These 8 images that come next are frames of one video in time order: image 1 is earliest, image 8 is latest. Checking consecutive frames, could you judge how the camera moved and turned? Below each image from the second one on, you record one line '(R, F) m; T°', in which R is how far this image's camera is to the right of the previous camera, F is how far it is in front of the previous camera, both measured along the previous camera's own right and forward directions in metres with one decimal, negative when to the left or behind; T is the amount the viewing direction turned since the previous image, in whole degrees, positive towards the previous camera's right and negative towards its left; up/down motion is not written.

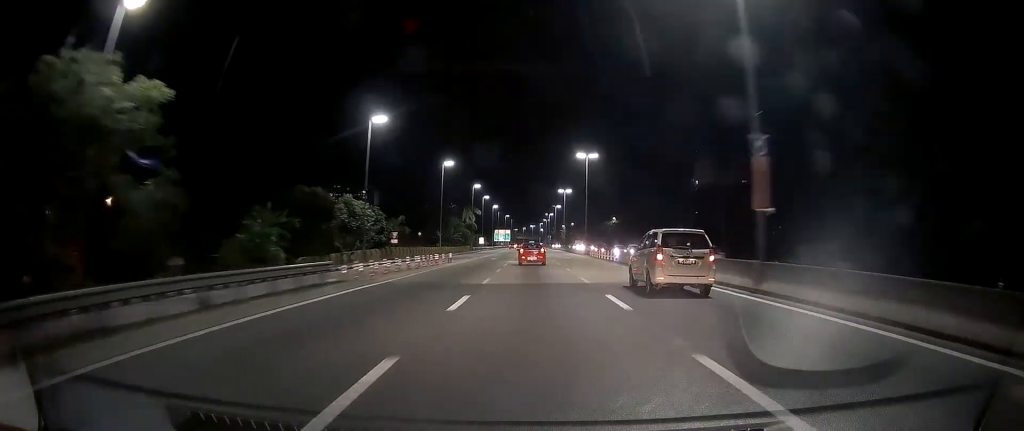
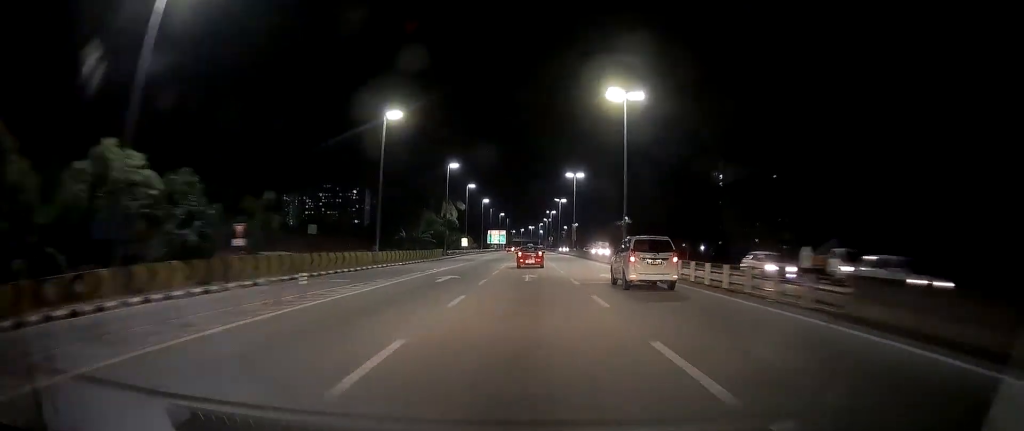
(-0.8, +30.6) m; 0°
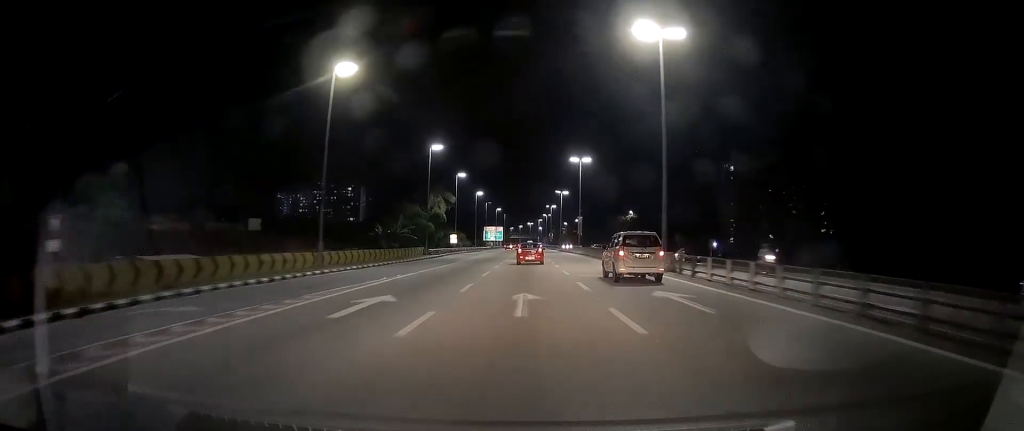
(+0.4, +12.5) m; +1°
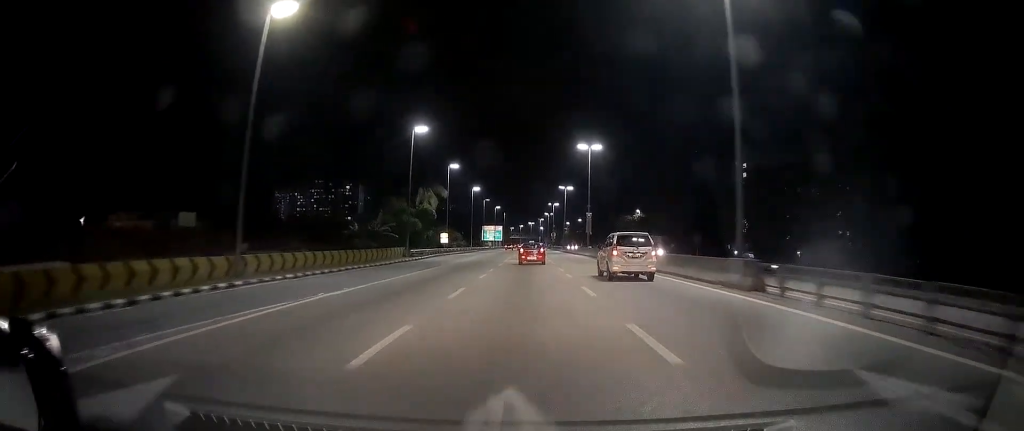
(+0.1, +10.3) m; +1°
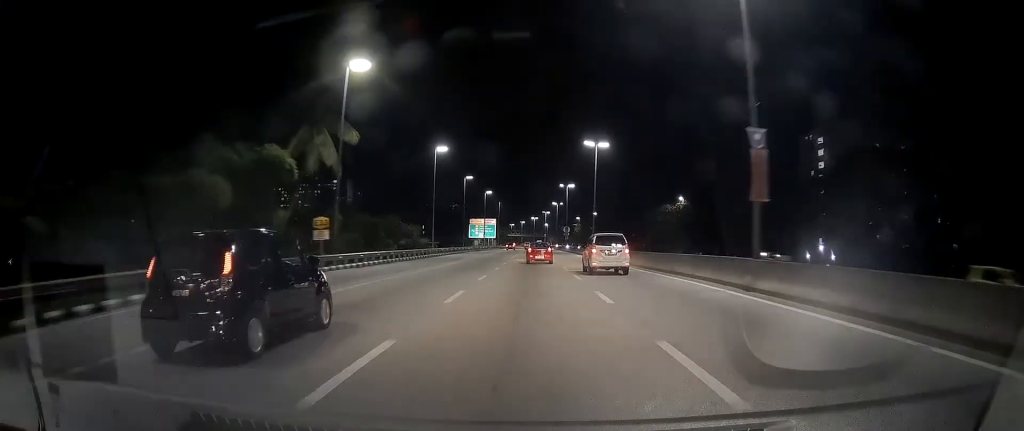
(-0.2, +47.4) m; -1°
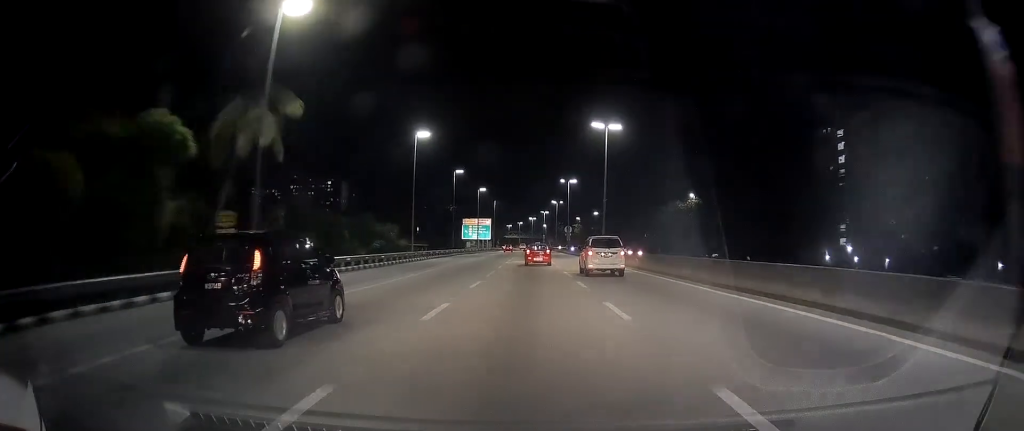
(+0.1, +10.4) m; -1°
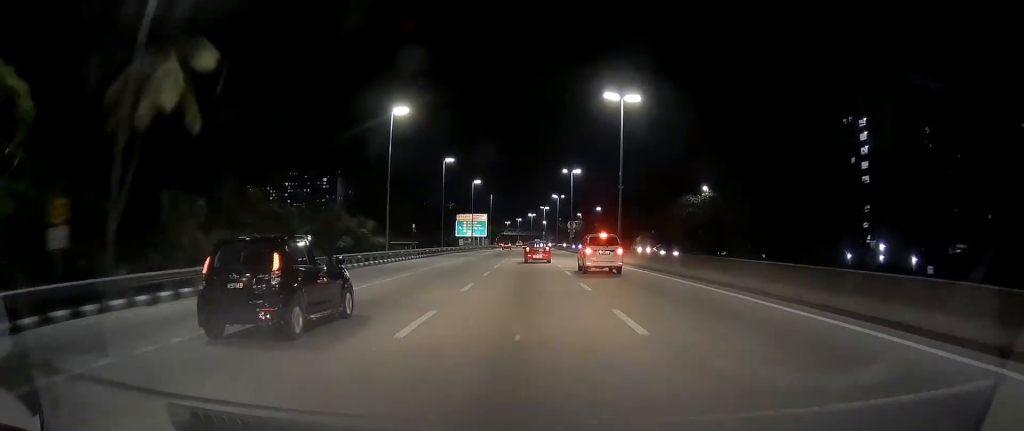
(0.0, +9.6) m; -1°
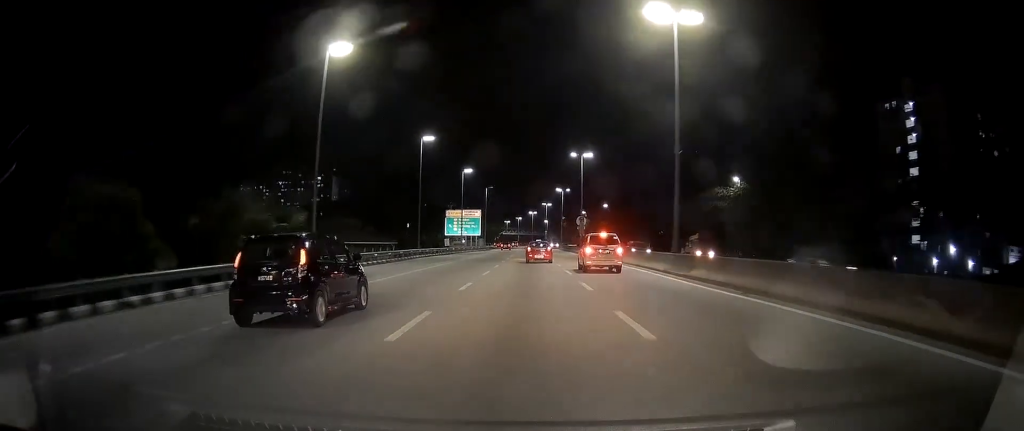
(-0.5, +16.2) m; 0°
